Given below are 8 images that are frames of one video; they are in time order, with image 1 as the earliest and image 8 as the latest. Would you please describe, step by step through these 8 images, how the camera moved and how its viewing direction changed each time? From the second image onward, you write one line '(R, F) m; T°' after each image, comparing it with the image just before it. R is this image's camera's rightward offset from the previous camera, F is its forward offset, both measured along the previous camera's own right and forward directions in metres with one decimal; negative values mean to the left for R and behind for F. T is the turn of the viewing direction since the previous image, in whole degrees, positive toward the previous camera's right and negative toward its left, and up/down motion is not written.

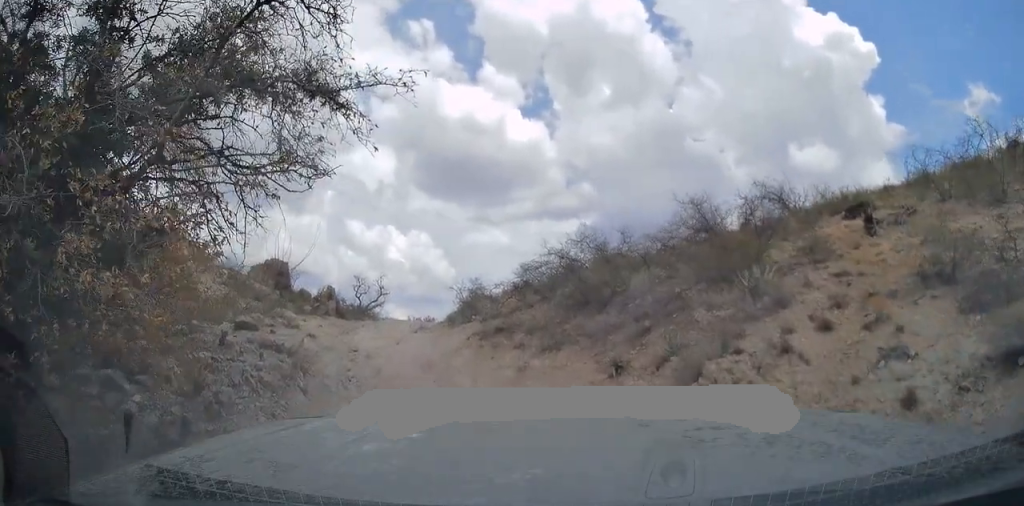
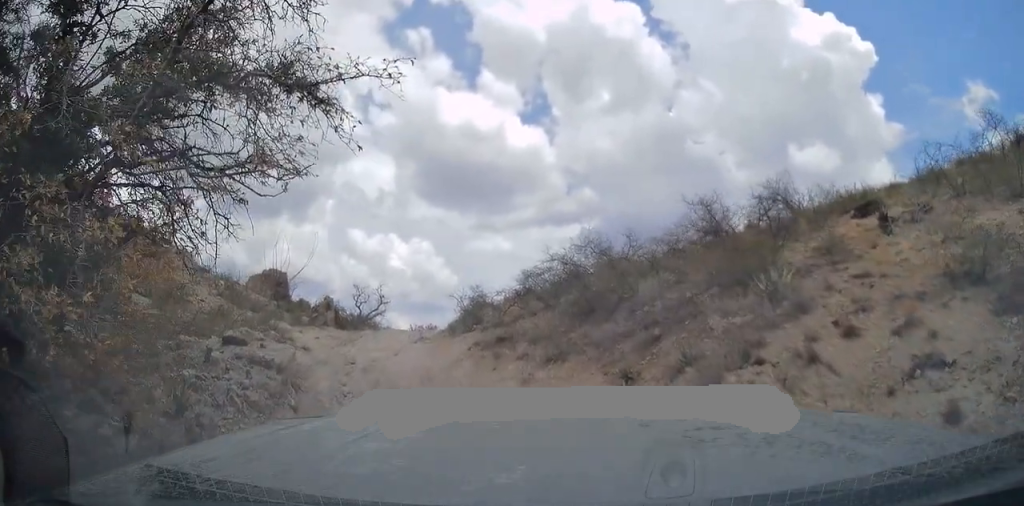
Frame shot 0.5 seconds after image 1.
(-0.1, +0.6) m; 0°
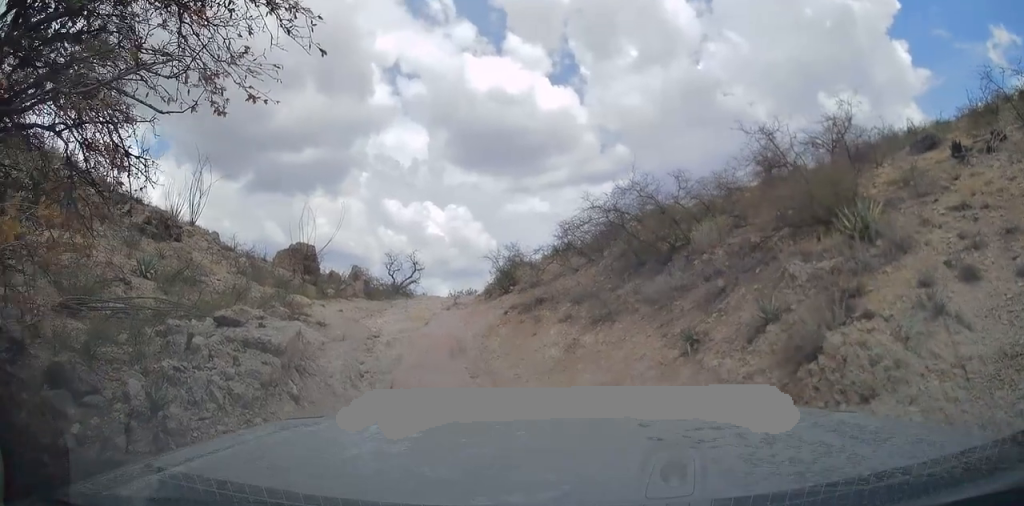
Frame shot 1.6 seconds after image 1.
(-0.6, +0.8) m; 0°
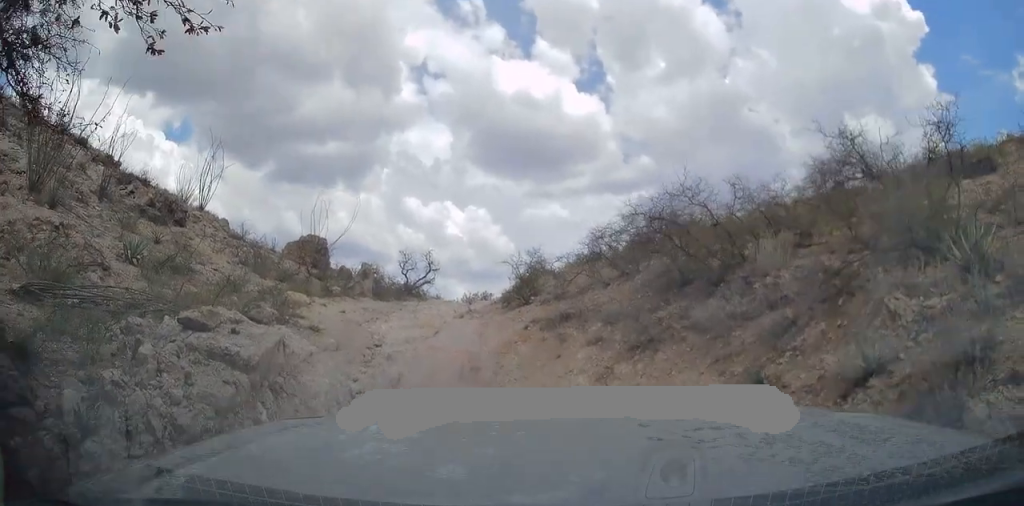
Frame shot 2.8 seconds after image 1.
(-0.3, +1.1) m; 0°
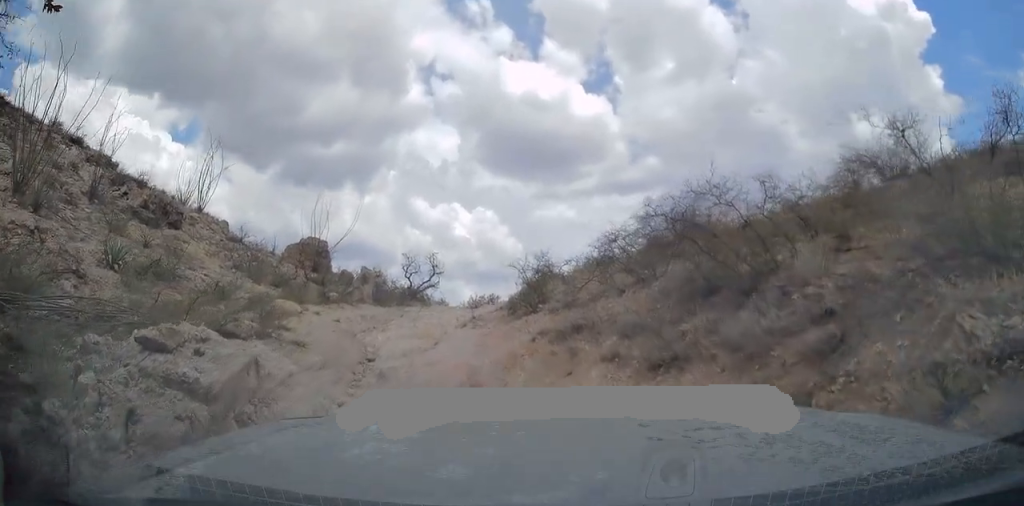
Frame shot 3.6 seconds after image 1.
(+0.1, +0.7) m; 0°
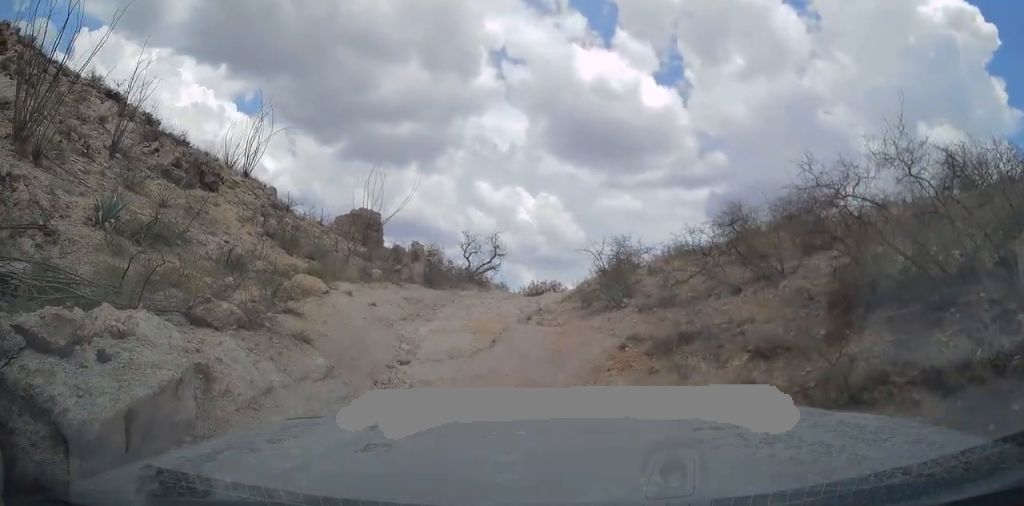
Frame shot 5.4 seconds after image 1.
(+0.2, +1.2) m; 0°
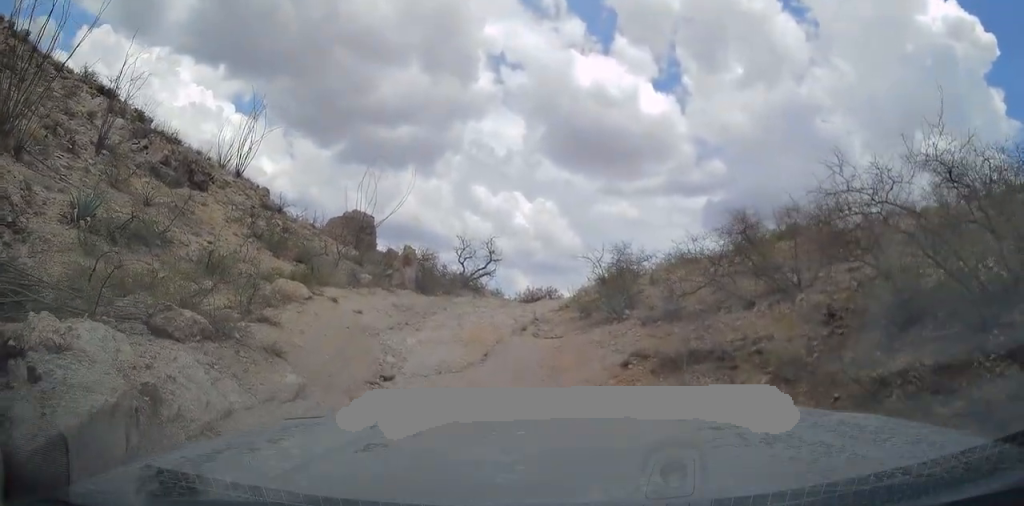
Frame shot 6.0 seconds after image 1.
(-0.1, +0.3) m; 0°
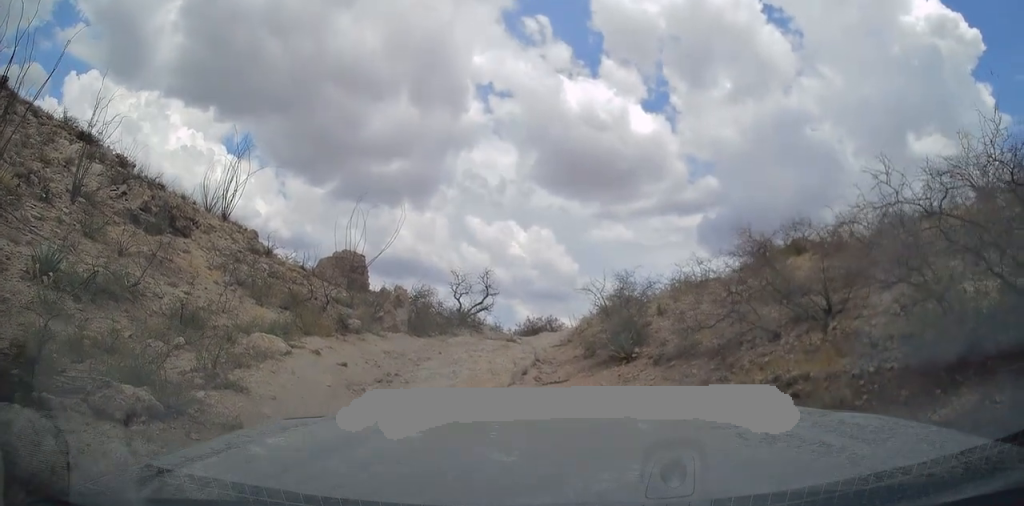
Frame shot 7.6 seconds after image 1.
(0.0, +3.1) m; -1°
